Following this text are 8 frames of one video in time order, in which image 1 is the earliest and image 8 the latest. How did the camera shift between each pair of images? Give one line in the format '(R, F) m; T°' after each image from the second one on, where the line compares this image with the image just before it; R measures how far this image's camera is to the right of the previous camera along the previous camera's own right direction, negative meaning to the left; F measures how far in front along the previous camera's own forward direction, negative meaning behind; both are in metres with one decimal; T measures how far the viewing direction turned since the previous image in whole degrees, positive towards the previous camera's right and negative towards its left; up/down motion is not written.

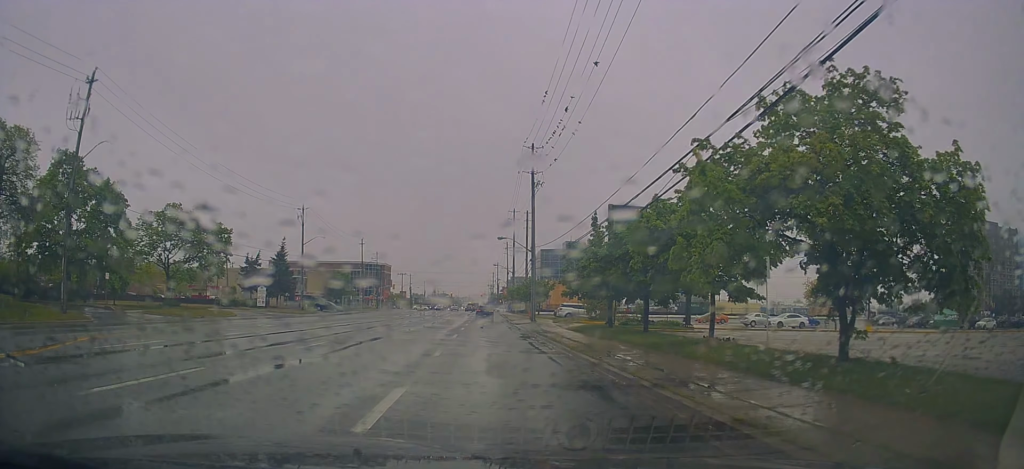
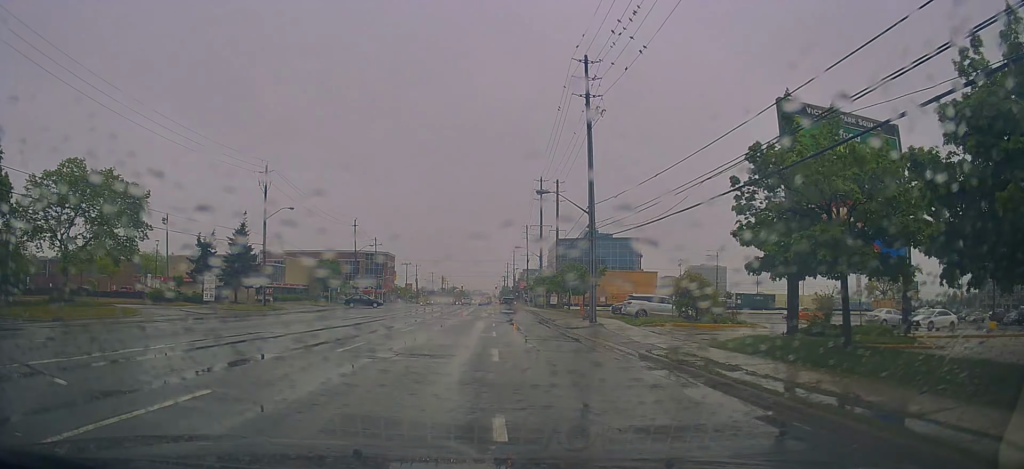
(+0.2, +19.3) m; -1°
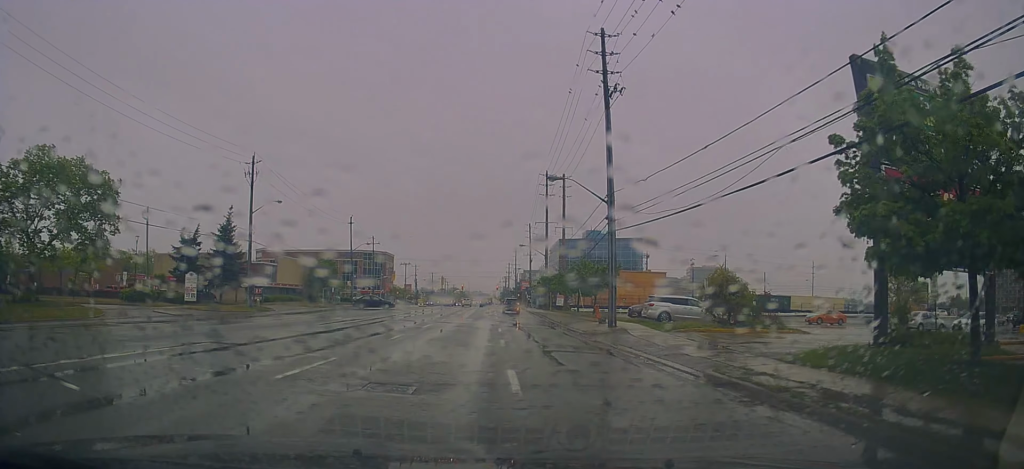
(0.0, +4.6) m; -1°
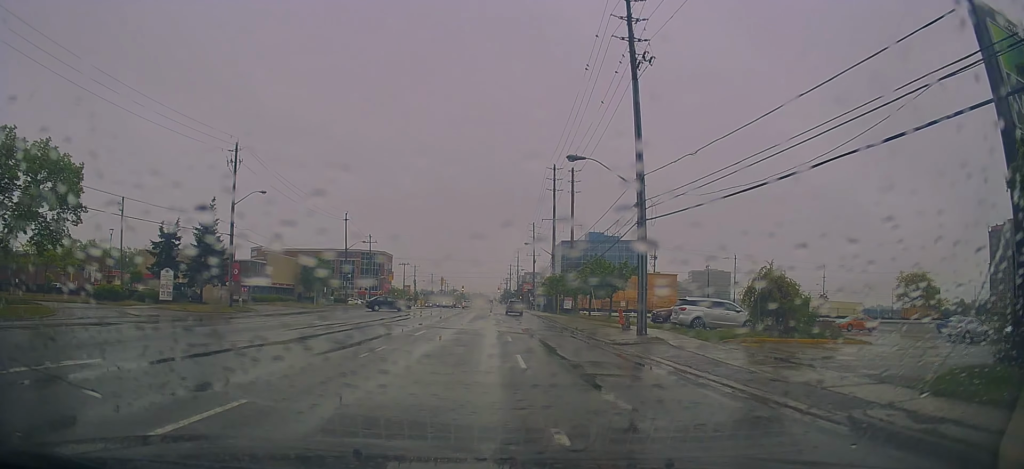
(-0.1, +4.8) m; 0°
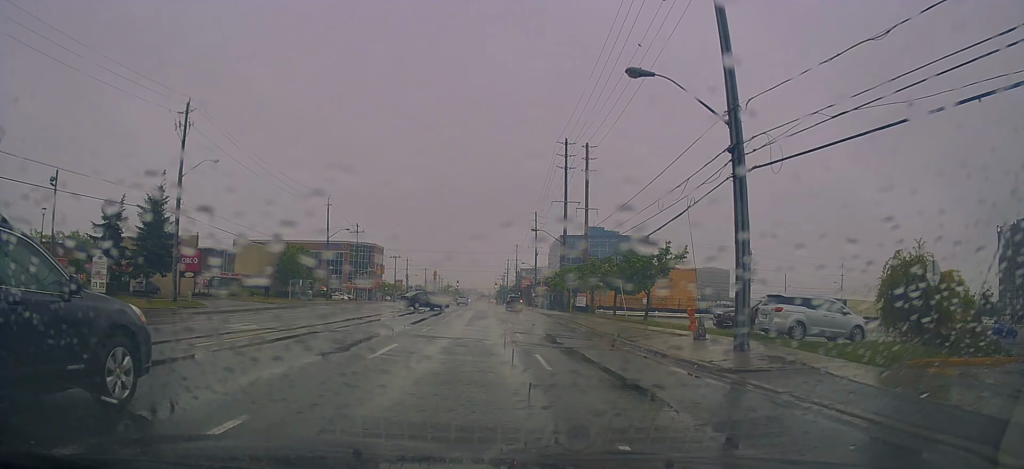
(0.0, +10.4) m; -1°
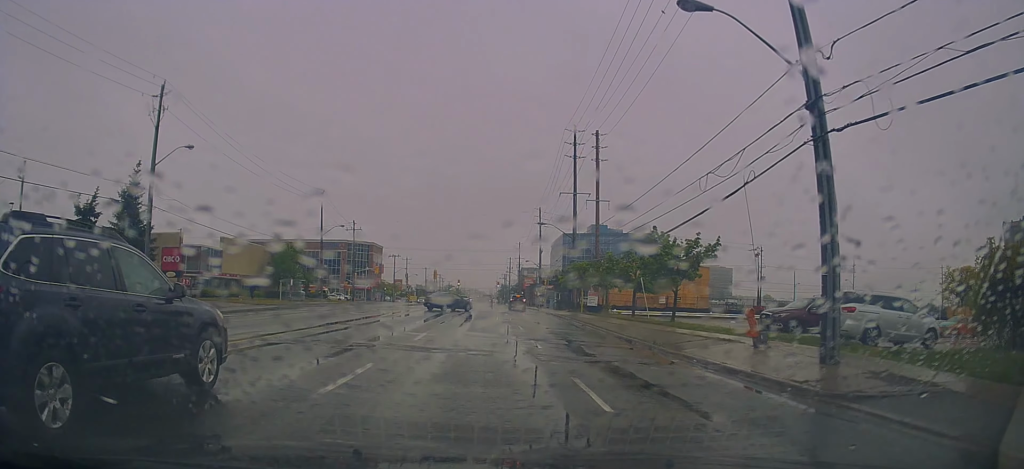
(+0.1, +4.6) m; -1°
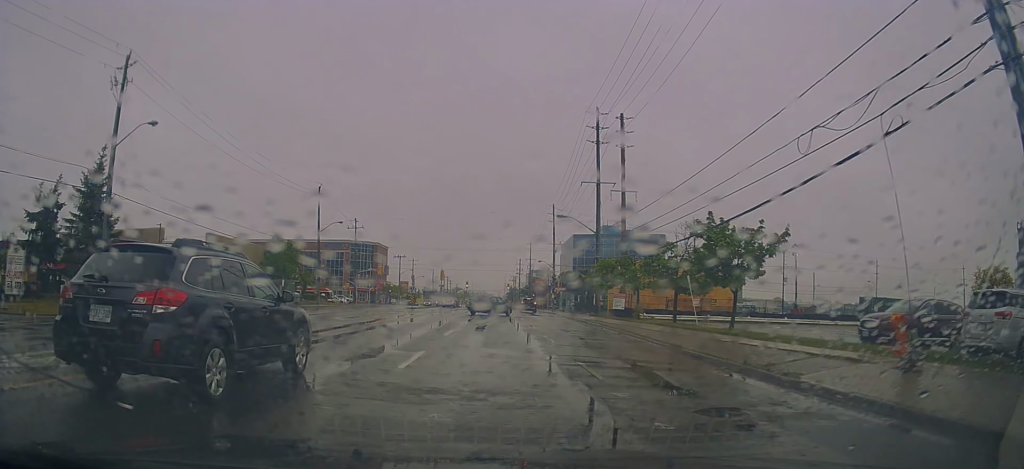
(-0.4, +6.3) m; 0°
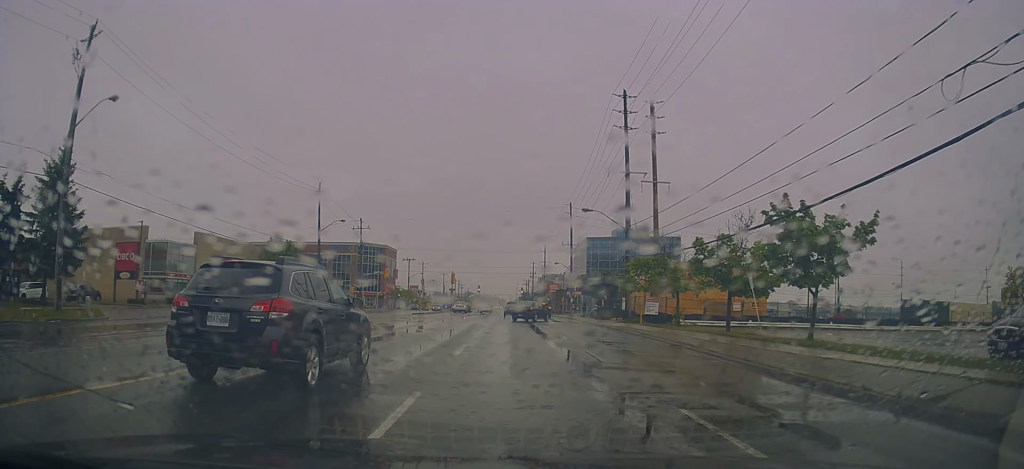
(+0.2, +5.2) m; +3°
